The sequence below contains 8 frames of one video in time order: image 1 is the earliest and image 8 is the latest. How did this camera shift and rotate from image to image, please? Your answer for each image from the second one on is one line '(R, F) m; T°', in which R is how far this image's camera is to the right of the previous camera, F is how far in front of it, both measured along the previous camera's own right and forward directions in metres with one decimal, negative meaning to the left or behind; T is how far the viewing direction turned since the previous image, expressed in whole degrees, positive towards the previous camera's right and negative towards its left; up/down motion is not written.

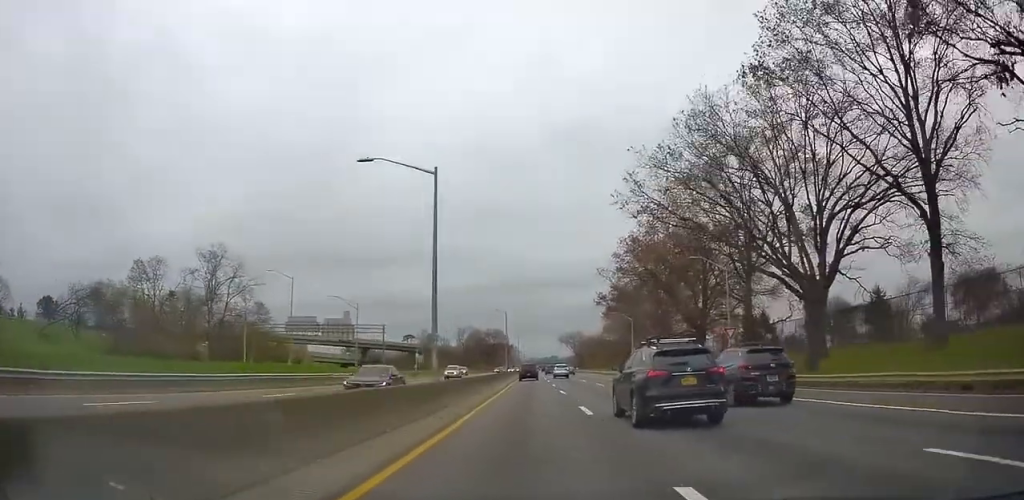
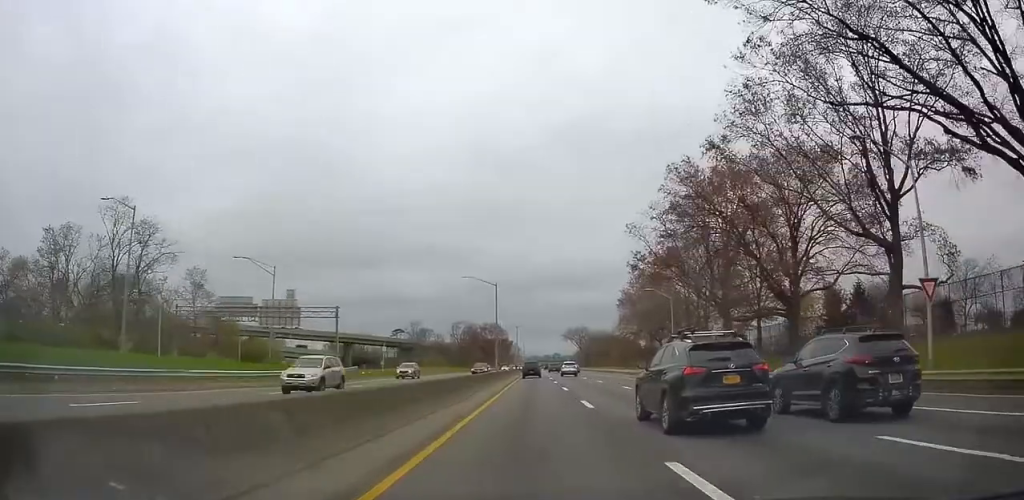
(+0.3, +24.3) m; +1°
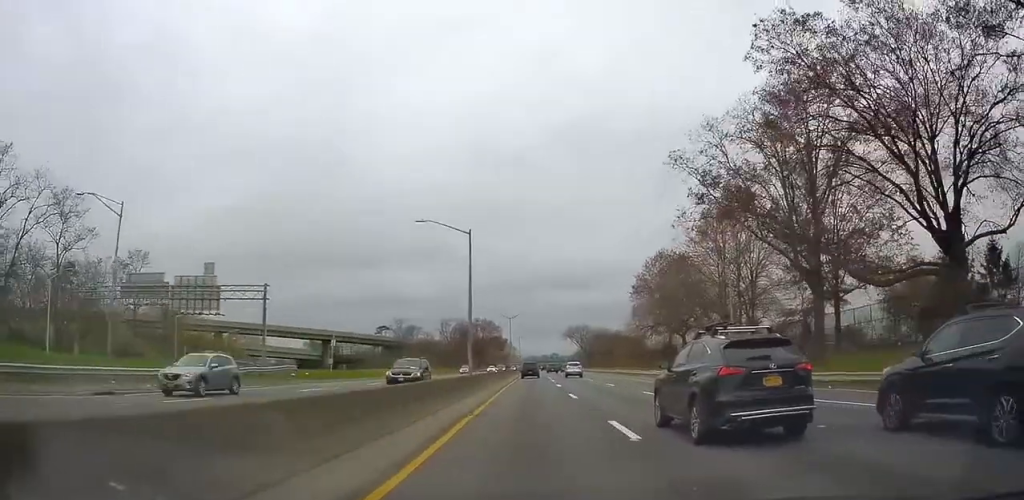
(+0.1, +19.8) m; 0°
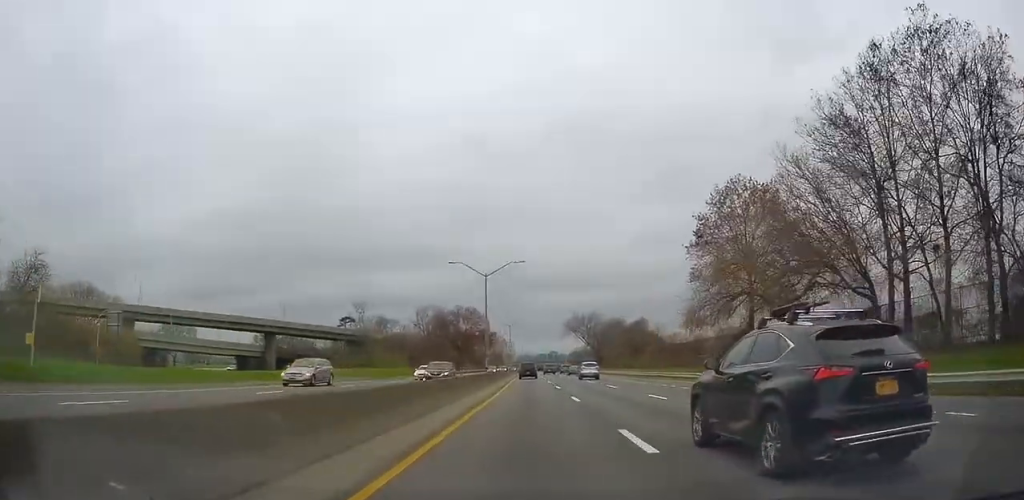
(0.0, +39.7) m; 0°
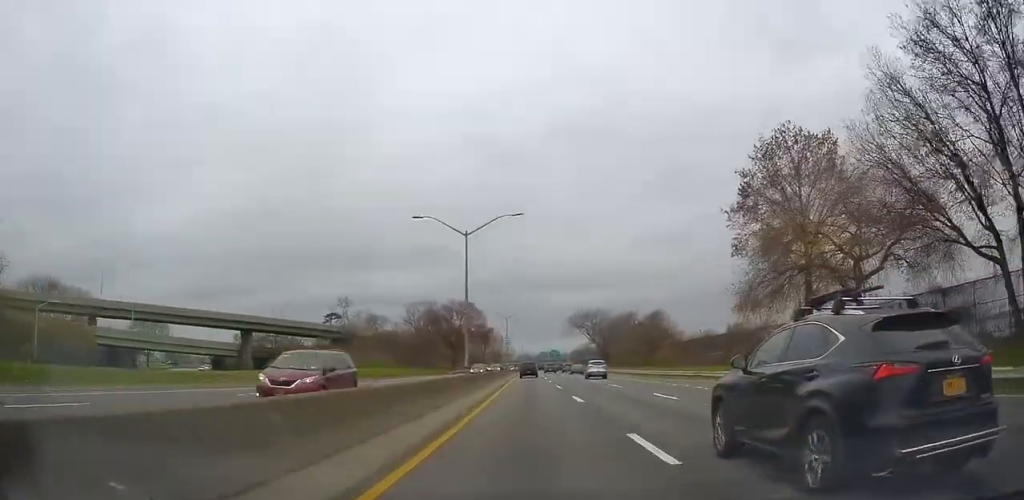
(0.0, +13.7) m; 0°
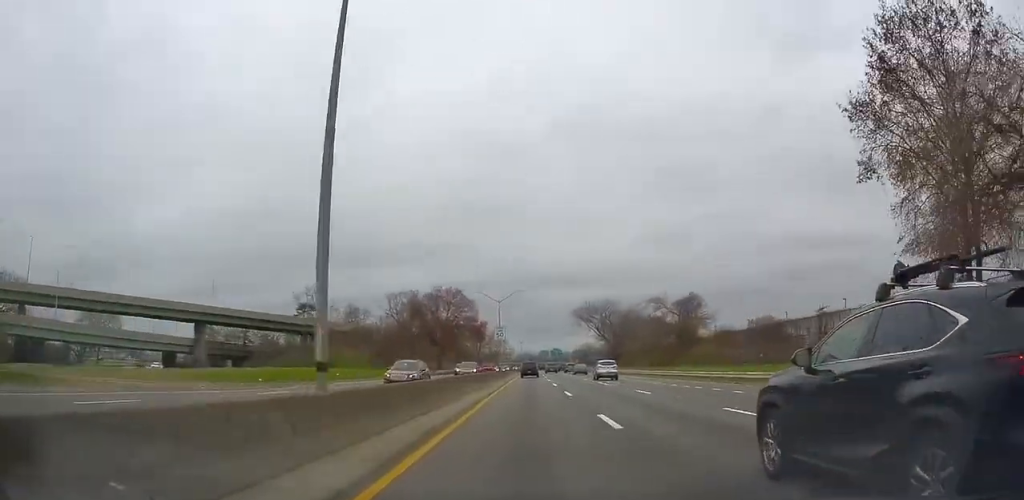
(0.0, +21.6) m; 0°
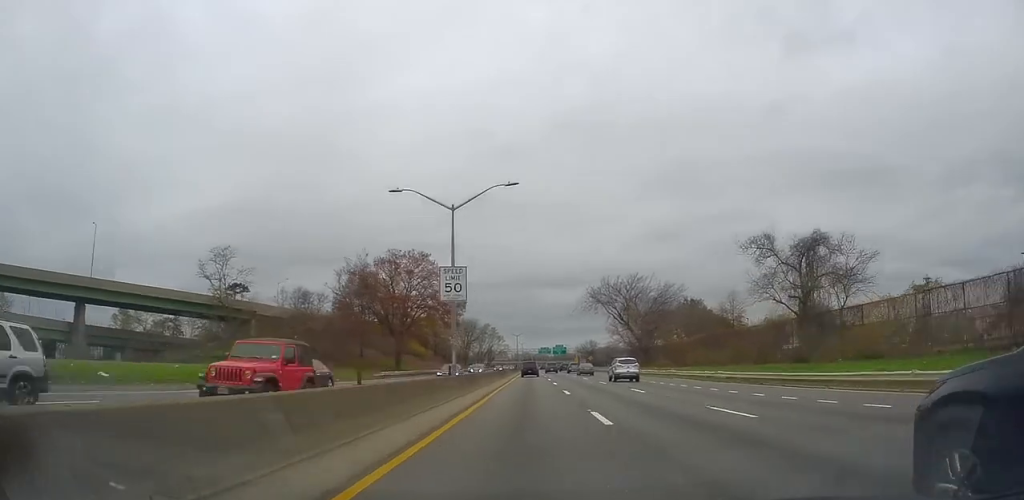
(0.0, +38.0) m; -1°
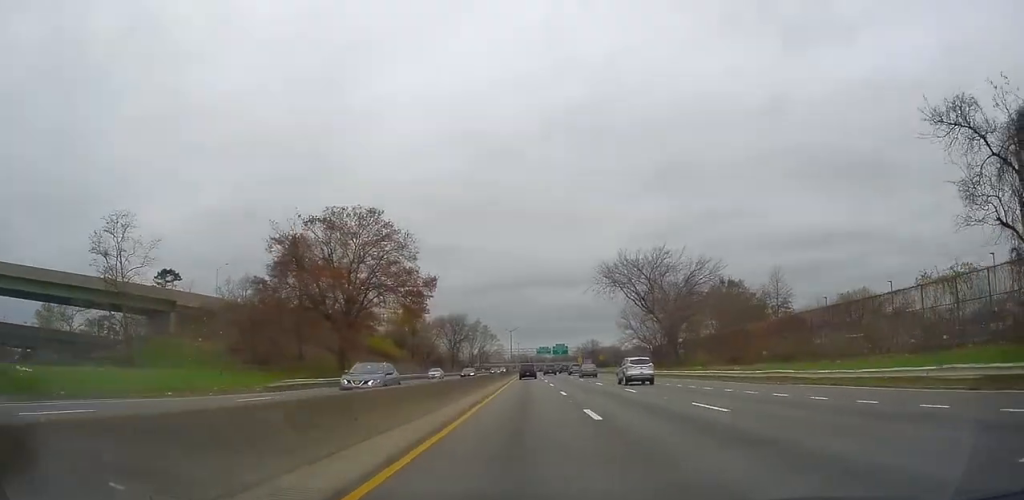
(-0.5, +24.5) m; +1°
